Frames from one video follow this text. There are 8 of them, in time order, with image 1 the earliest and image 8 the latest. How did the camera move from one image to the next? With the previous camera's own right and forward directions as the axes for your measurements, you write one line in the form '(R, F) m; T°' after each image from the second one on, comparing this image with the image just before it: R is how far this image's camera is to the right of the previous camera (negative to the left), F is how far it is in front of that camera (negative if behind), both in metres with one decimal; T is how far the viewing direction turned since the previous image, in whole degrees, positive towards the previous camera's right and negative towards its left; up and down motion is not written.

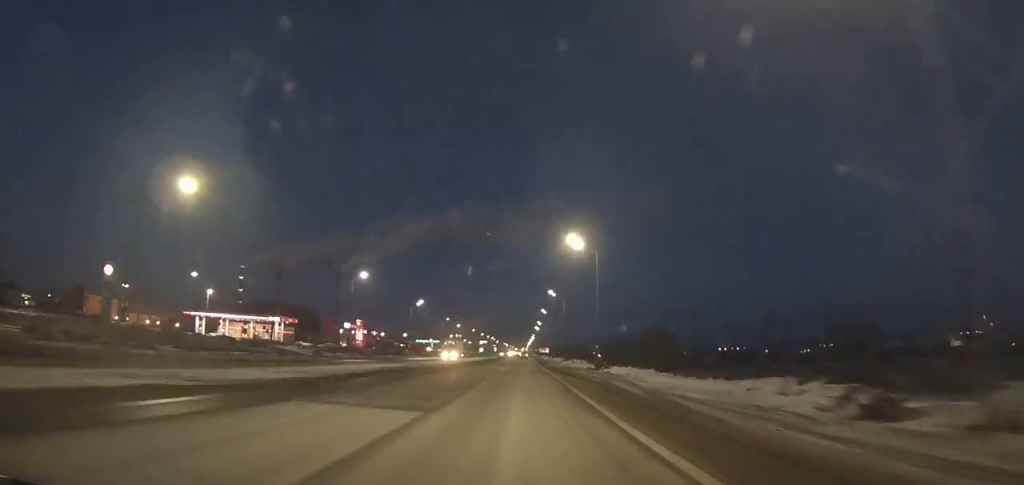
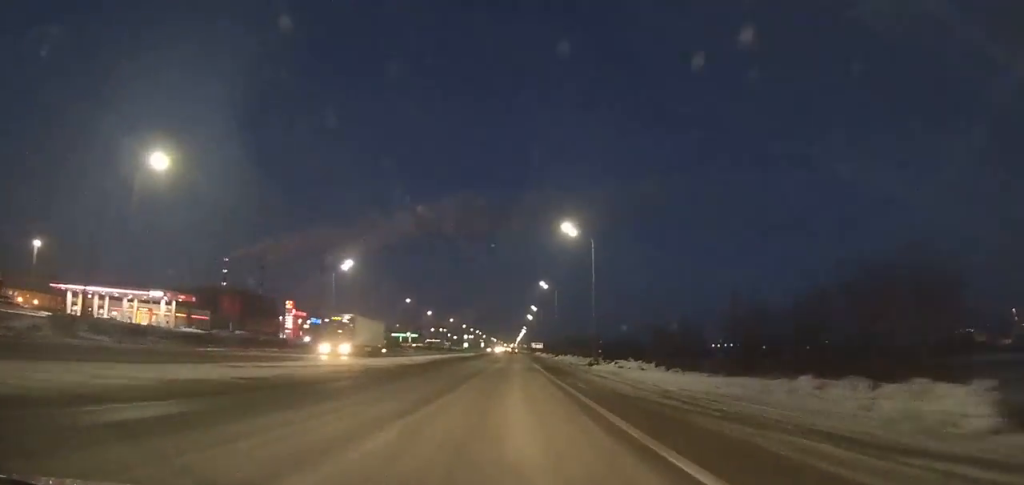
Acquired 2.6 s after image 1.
(+0.4, +49.7) m; 0°
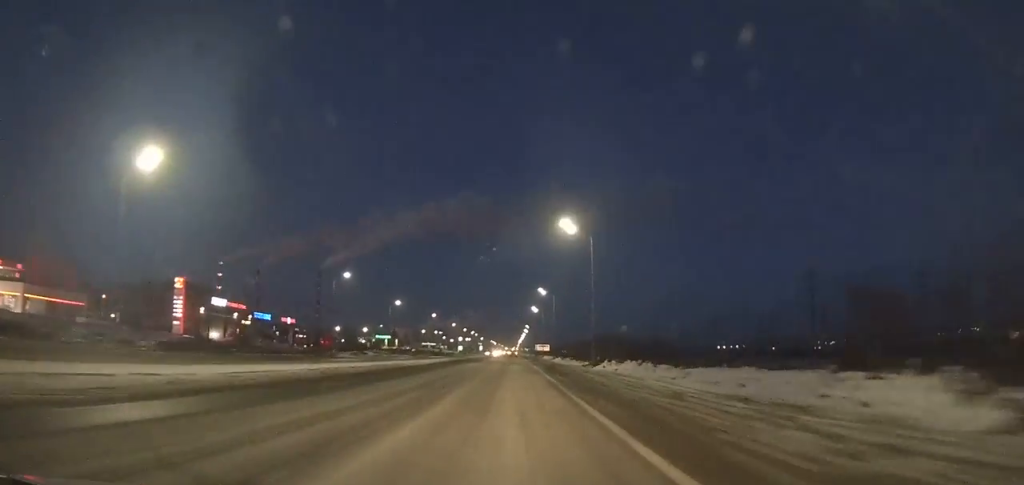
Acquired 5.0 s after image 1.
(0.0, +46.7) m; 0°
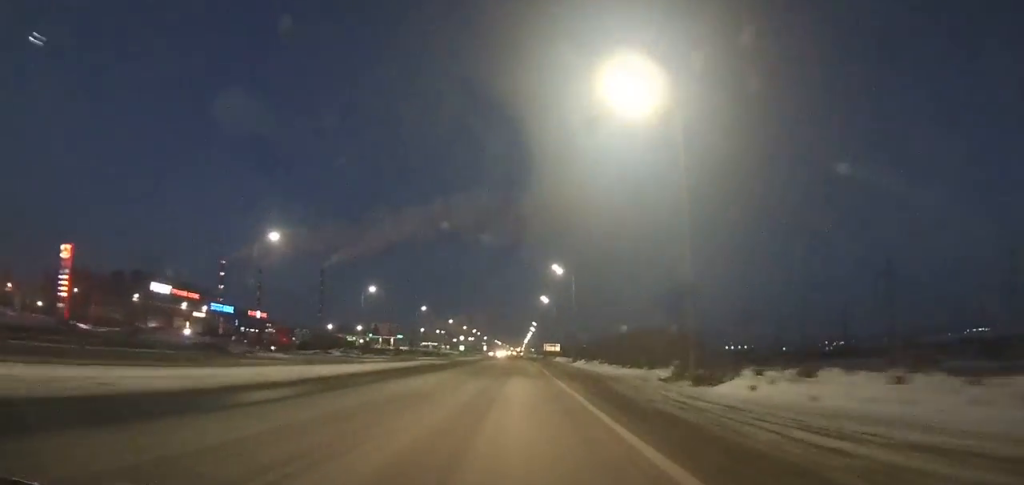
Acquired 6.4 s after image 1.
(0.0, +27.3) m; 0°
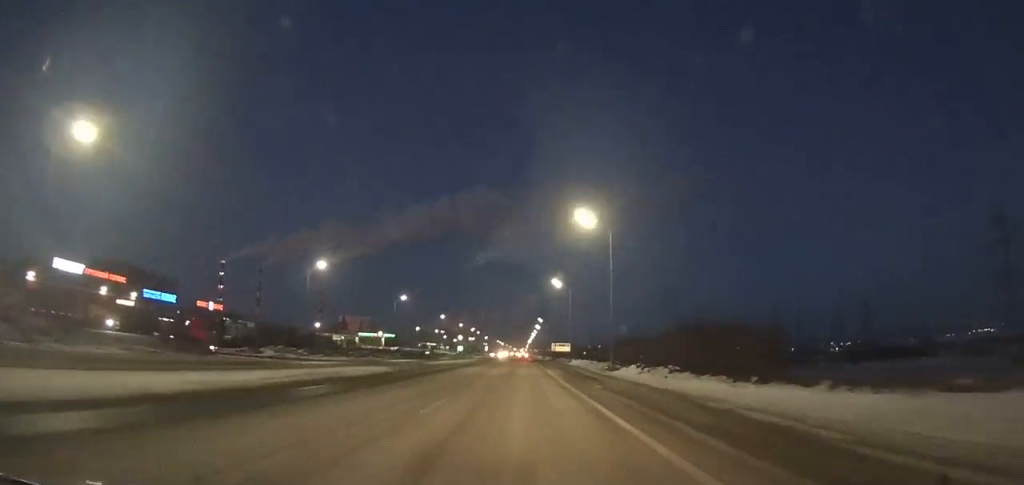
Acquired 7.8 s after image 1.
(0.0, +27.4) m; 0°
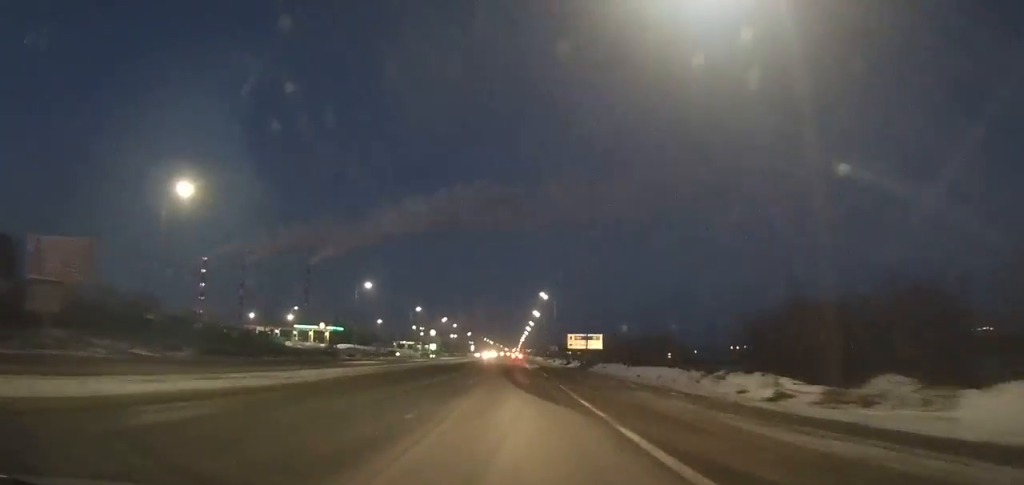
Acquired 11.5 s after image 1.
(+0.3, +71.5) m; 0°
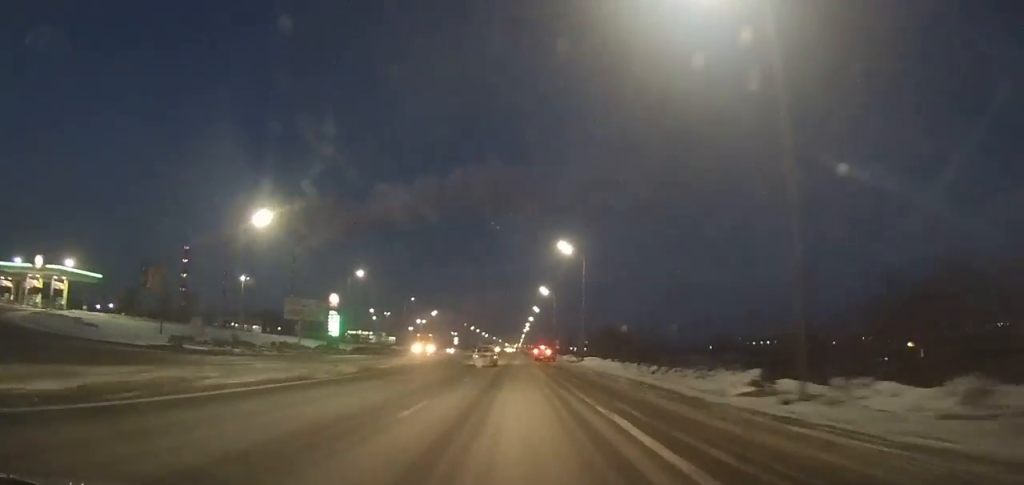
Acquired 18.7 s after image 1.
(+0.1, +126.8) m; 0°
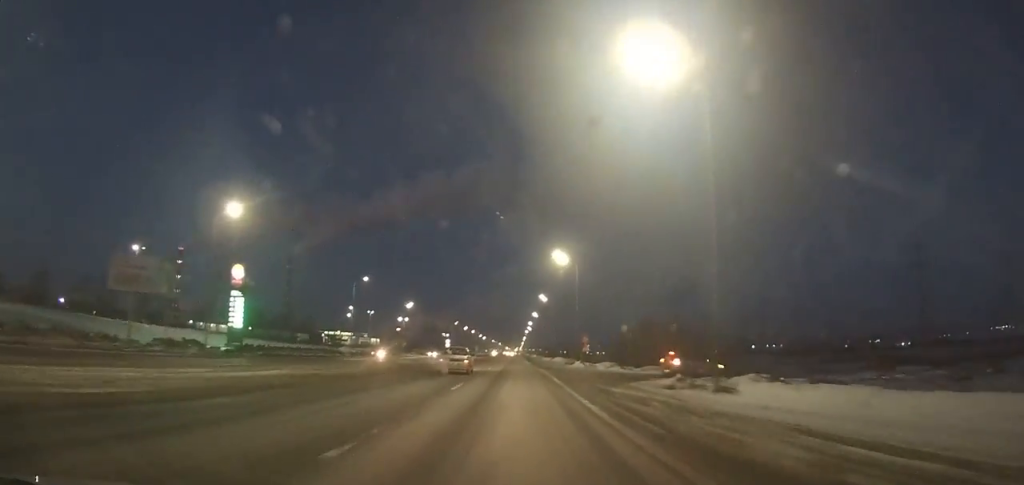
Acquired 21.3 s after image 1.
(+0.1, +41.3) m; 0°
